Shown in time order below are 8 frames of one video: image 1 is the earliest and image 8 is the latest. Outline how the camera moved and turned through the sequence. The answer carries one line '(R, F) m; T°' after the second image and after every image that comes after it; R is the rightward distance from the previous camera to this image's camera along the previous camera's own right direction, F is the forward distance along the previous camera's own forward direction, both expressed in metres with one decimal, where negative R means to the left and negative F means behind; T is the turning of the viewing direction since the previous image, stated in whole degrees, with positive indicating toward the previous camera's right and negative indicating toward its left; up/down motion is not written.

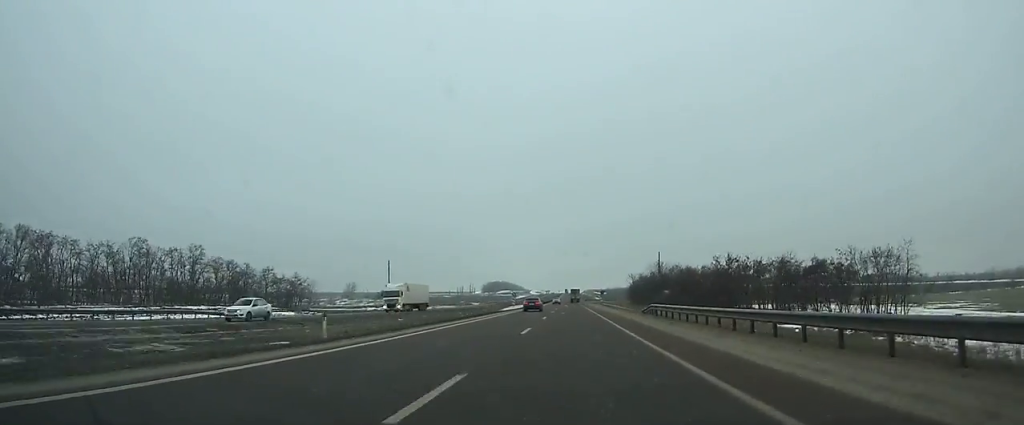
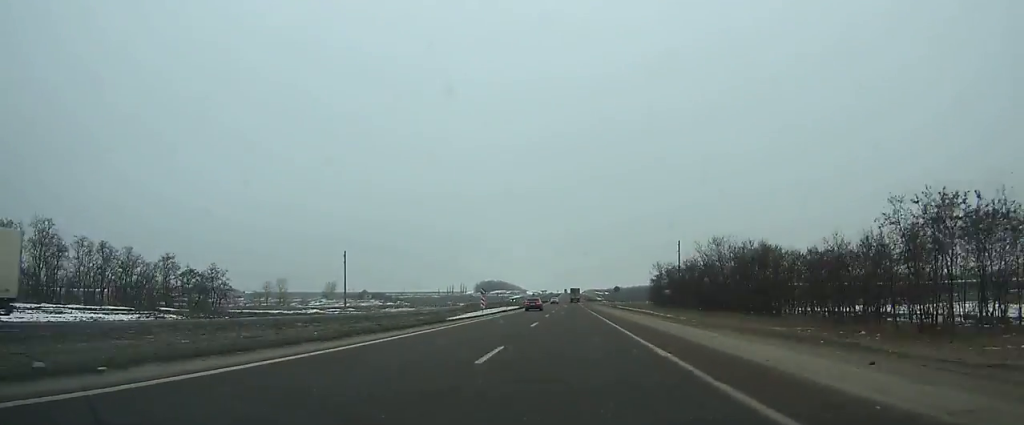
(-0.1, +42.1) m; 0°
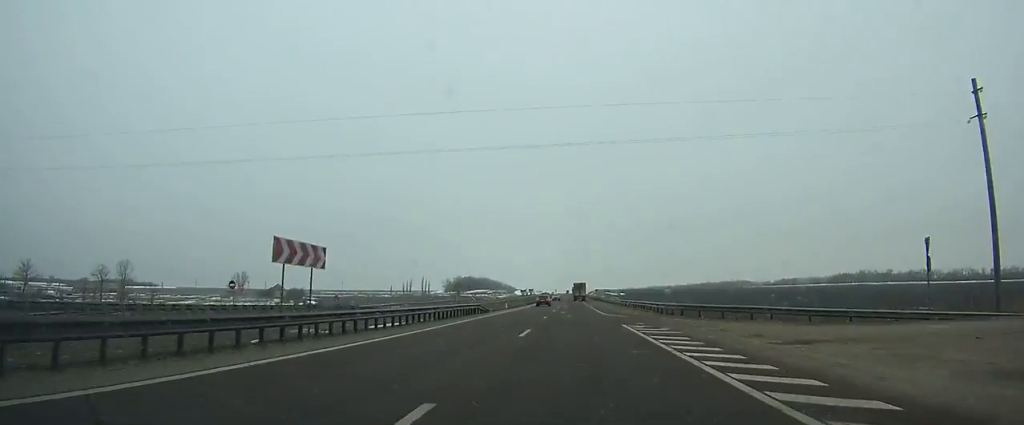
(0.0, +136.1) m; 0°
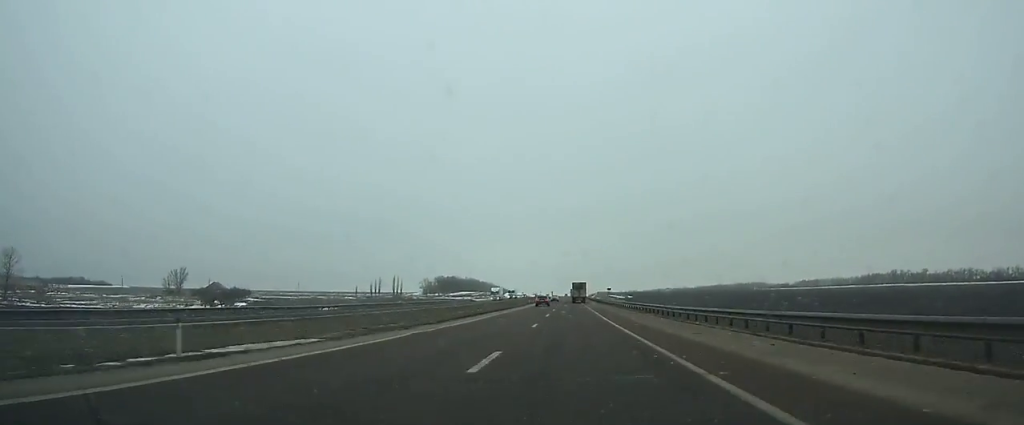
(+0.1, +57.1) m; 0°
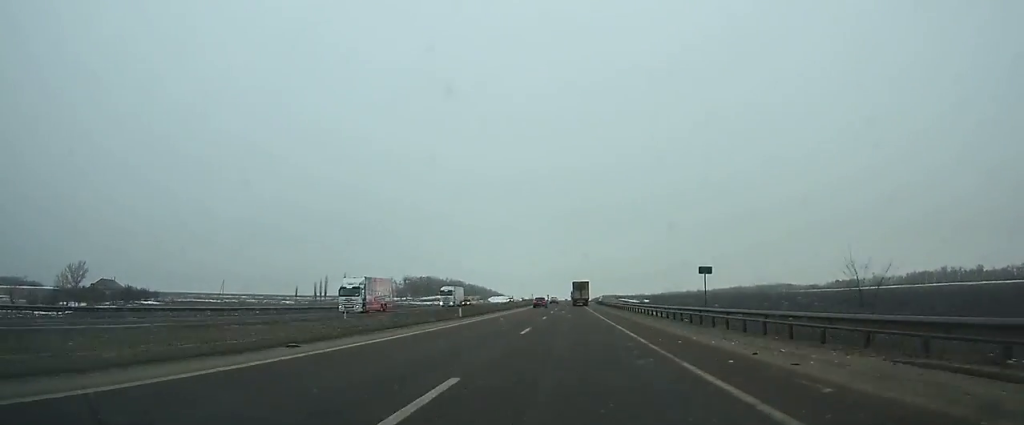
(0.0, +68.8) m; 0°
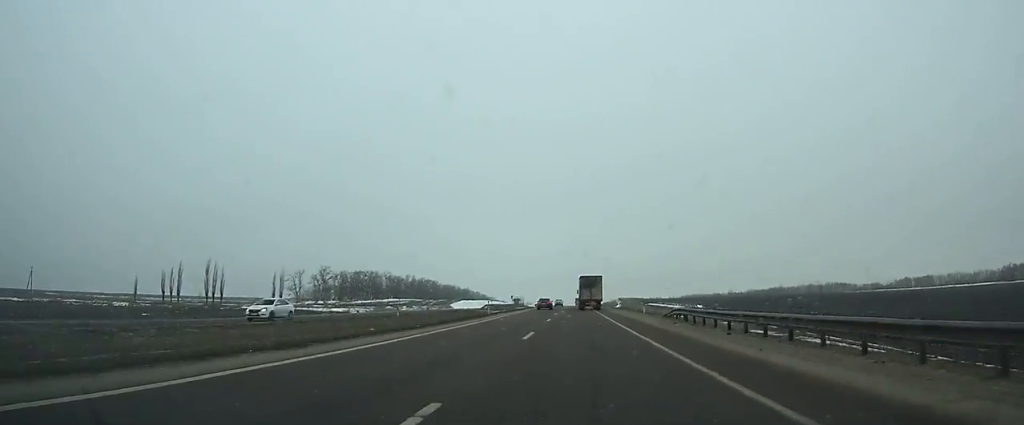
(-0.3, +98.0) m; 0°
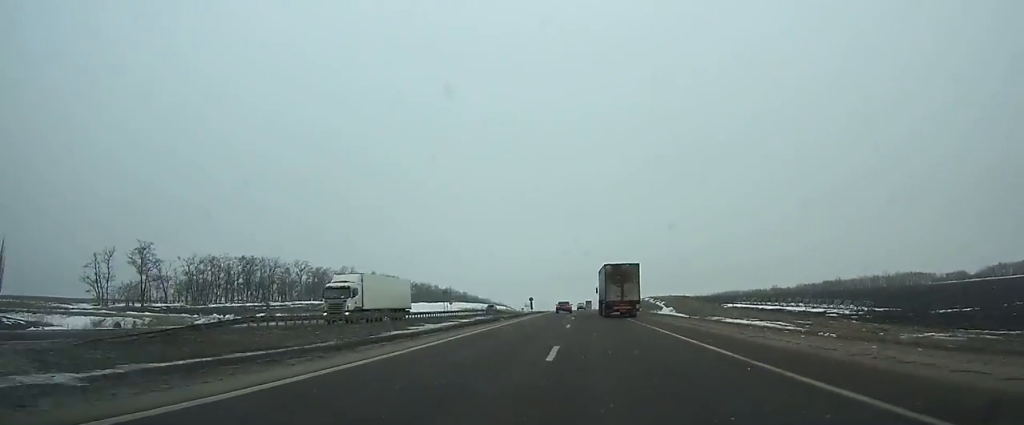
(-0.5, +86.7) m; 0°
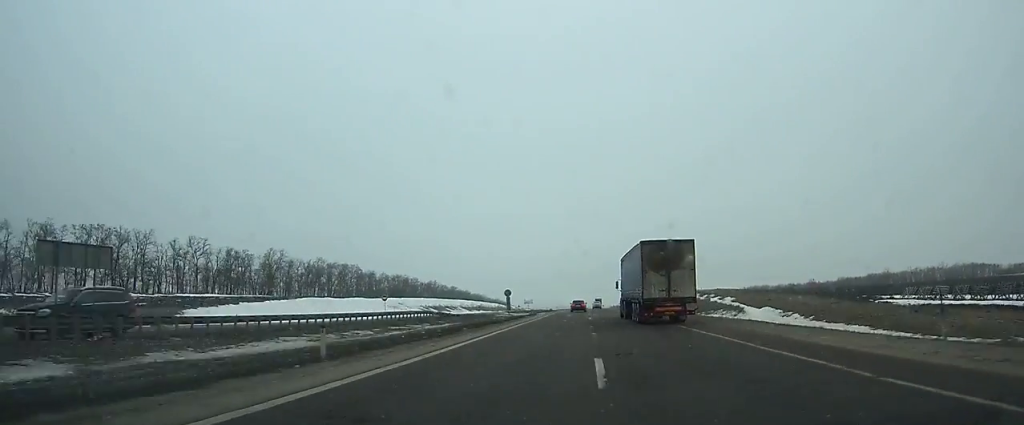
(-0.3, +52.0) m; 0°
